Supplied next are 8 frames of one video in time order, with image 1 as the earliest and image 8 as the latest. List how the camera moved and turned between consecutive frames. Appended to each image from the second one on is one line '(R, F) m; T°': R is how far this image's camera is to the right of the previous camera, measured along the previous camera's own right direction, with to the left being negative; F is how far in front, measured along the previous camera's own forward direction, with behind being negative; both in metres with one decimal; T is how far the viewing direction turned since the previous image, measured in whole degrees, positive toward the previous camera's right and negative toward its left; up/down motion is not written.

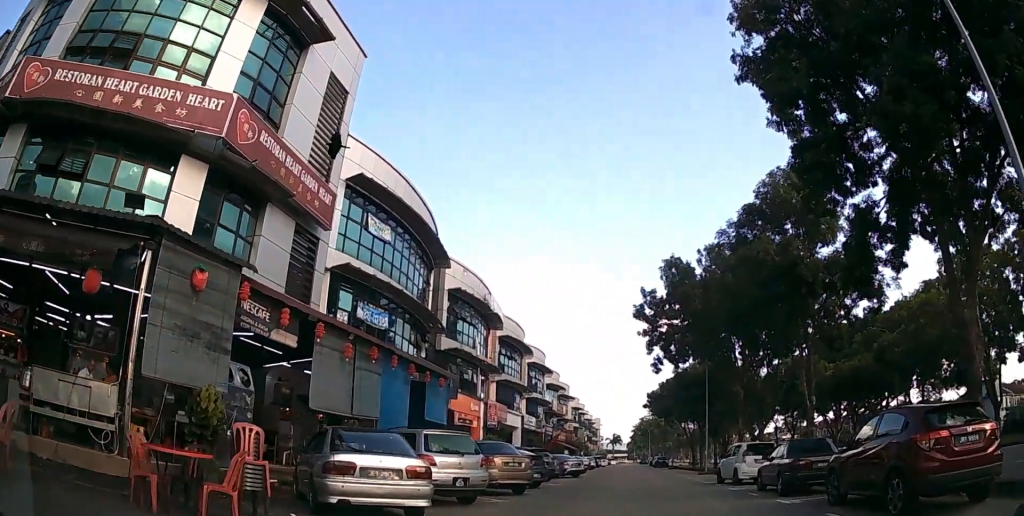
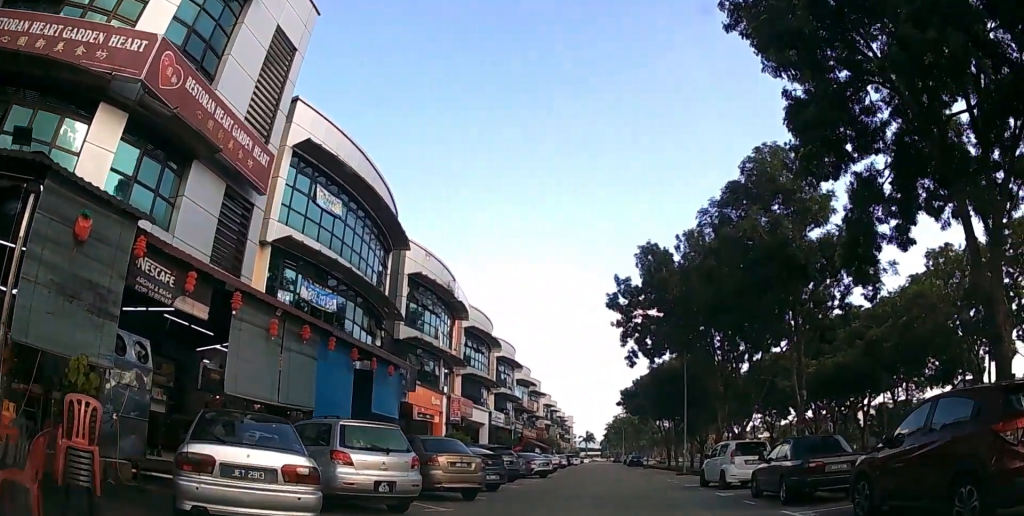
(+0.1, +2.4) m; +3°
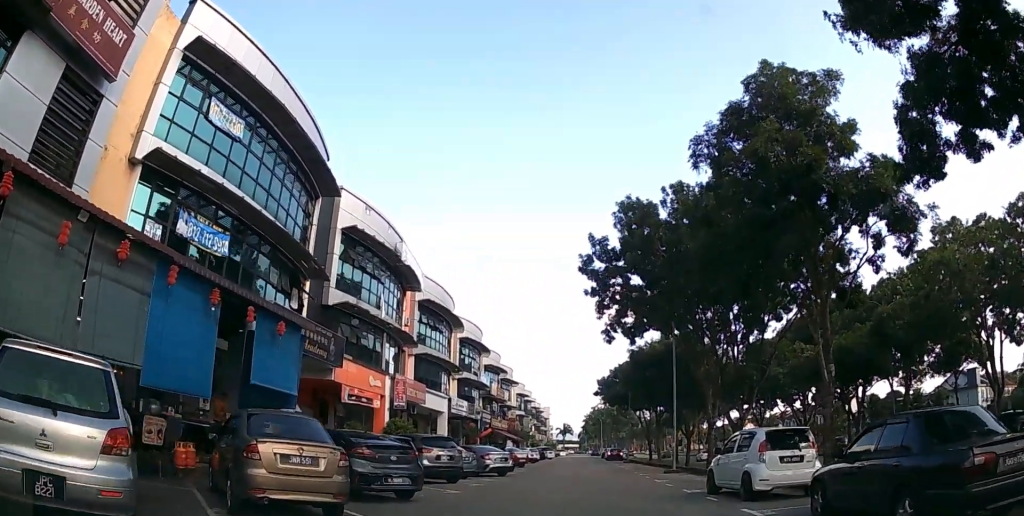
(0.0, +5.5) m; -3°
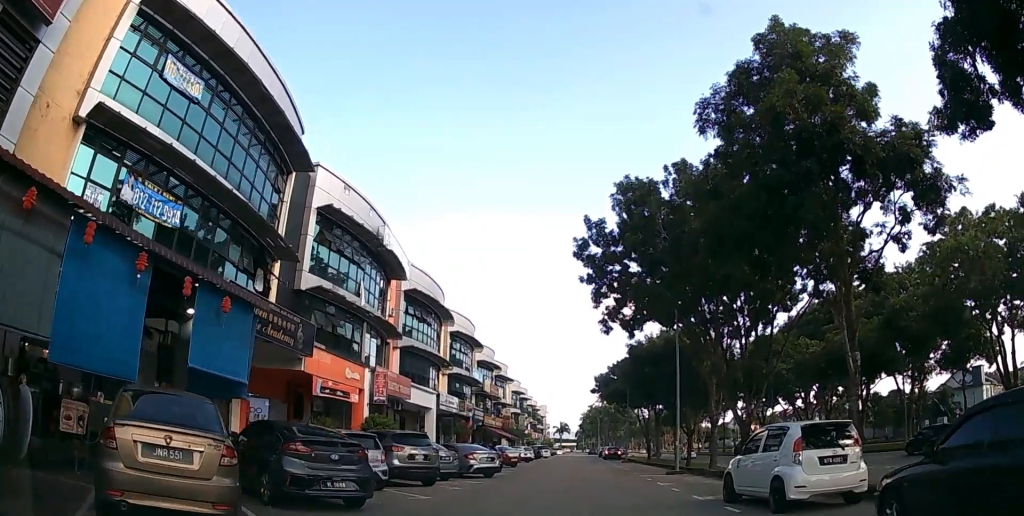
(0.0, +2.3) m; -2°
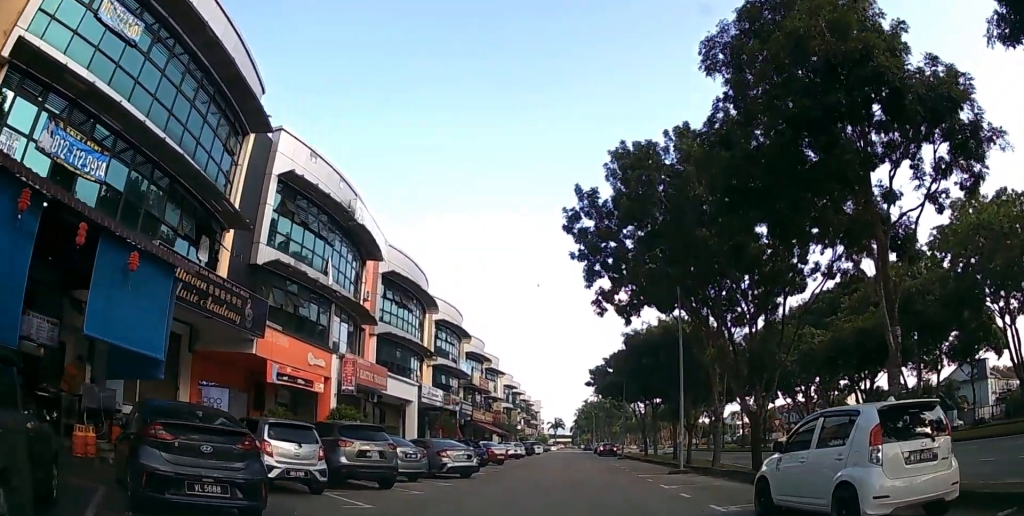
(0.0, +3.2) m; 0°
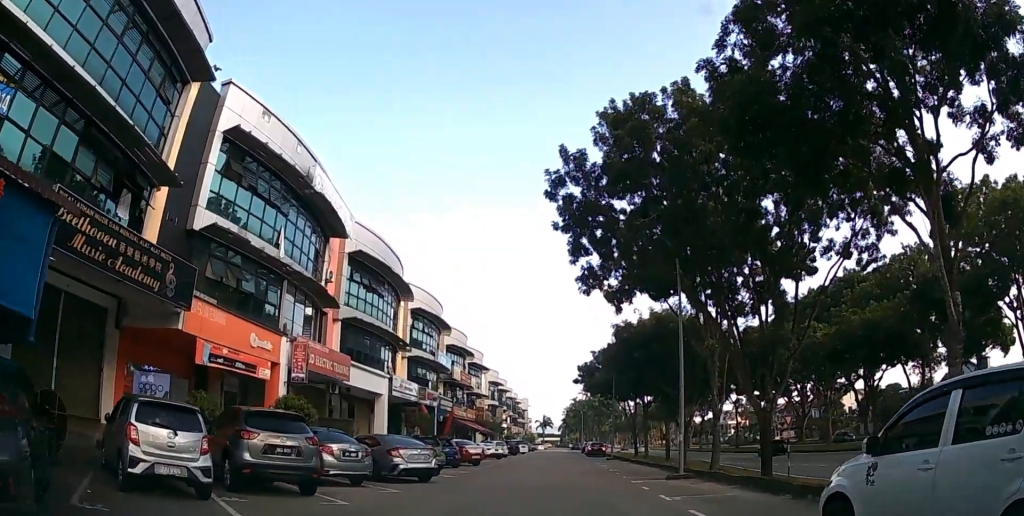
(+0.1, +3.7) m; +3°
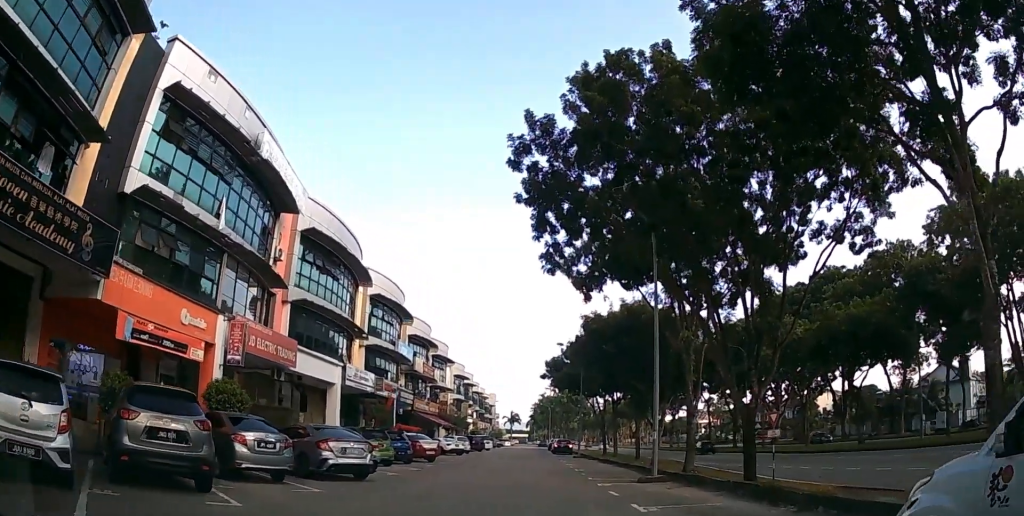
(+0.1, +2.4) m; +3°
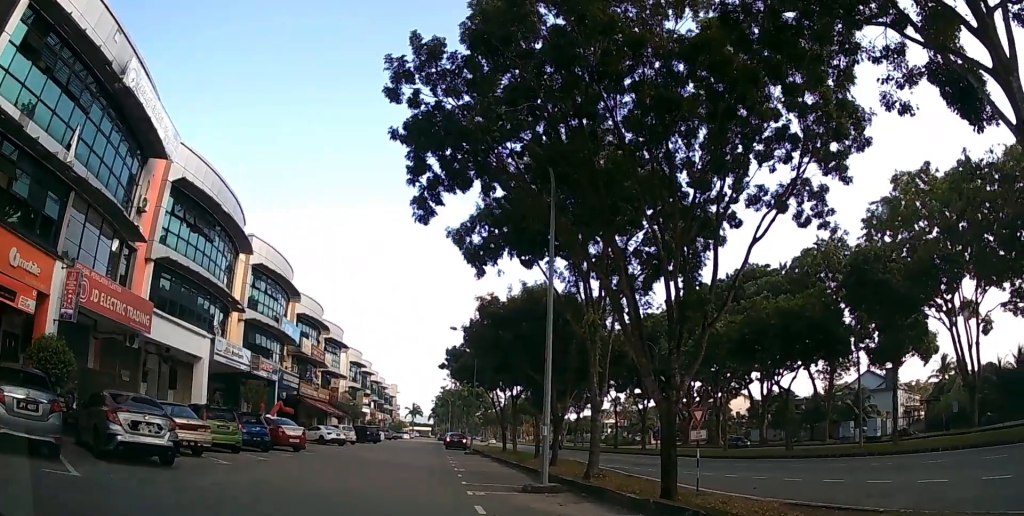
(+0.2, +3.8) m; +3°
